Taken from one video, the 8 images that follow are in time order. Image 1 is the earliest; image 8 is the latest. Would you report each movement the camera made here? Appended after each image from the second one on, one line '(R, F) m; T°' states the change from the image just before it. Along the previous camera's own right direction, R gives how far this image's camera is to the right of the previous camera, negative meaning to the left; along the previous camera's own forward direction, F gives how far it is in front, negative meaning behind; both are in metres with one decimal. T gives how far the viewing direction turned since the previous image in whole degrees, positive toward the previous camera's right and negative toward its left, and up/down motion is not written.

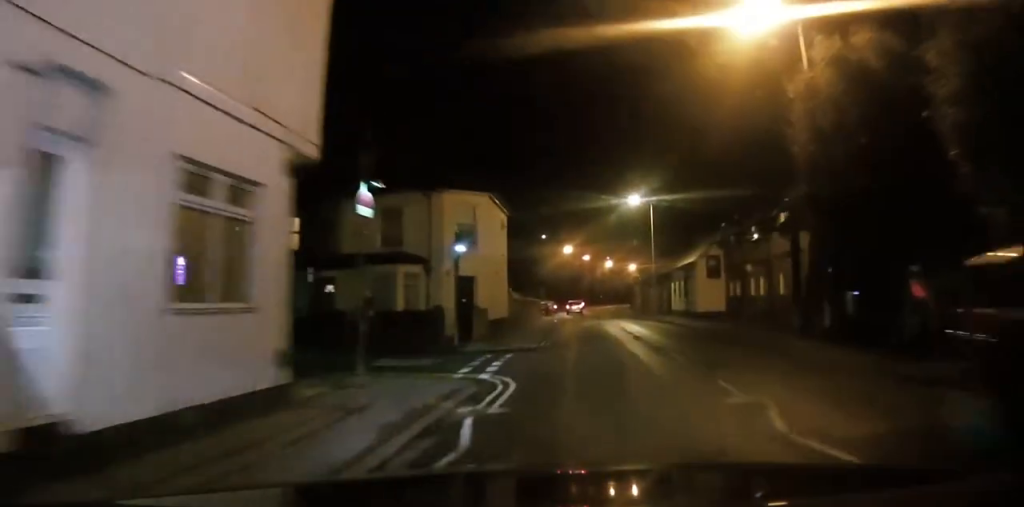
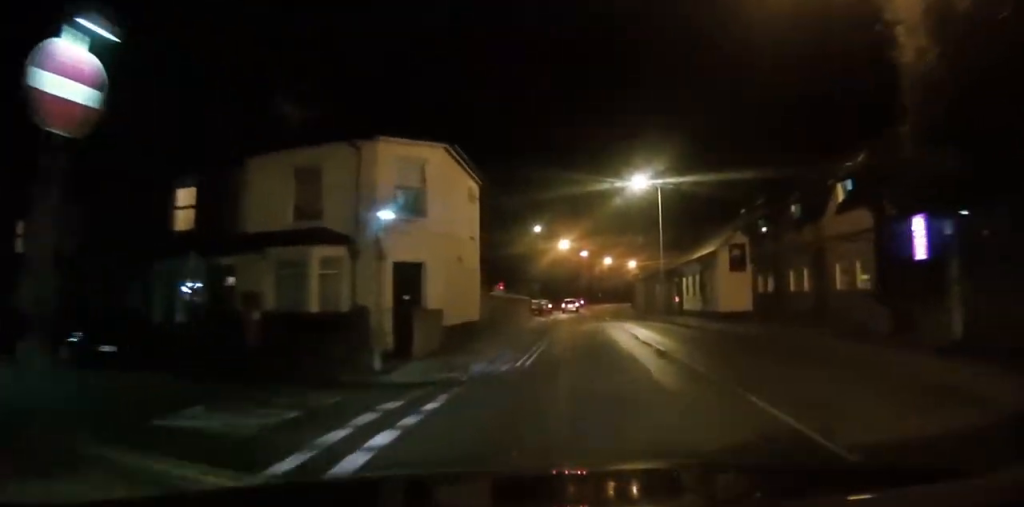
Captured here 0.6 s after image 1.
(0.0, +7.9) m; 0°
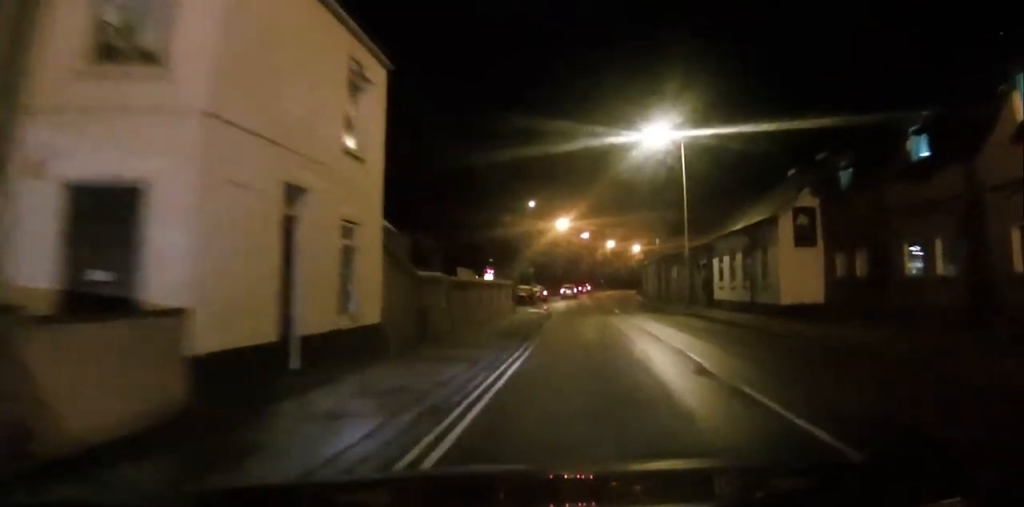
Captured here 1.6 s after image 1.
(+0.1, +11.7) m; +1°
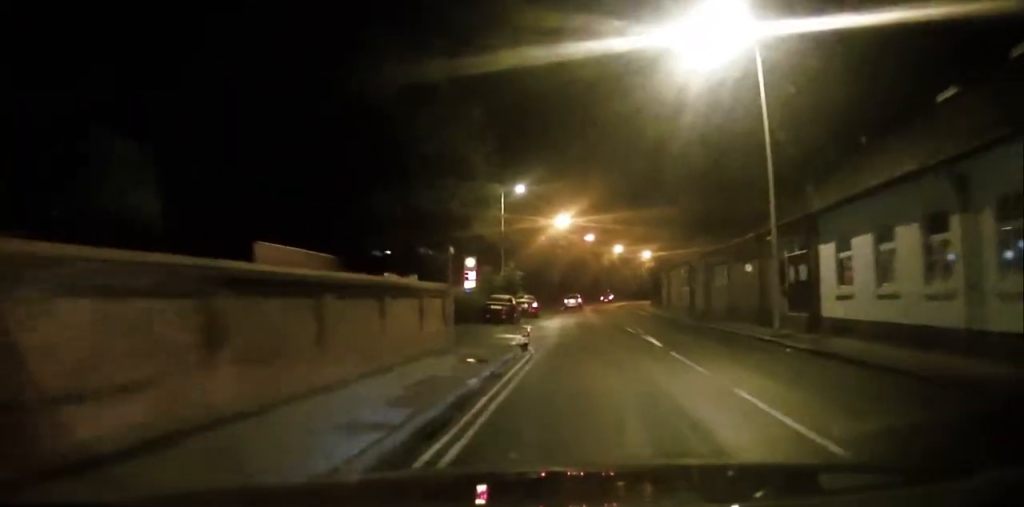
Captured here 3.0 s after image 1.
(0.0, +17.8) m; -1°
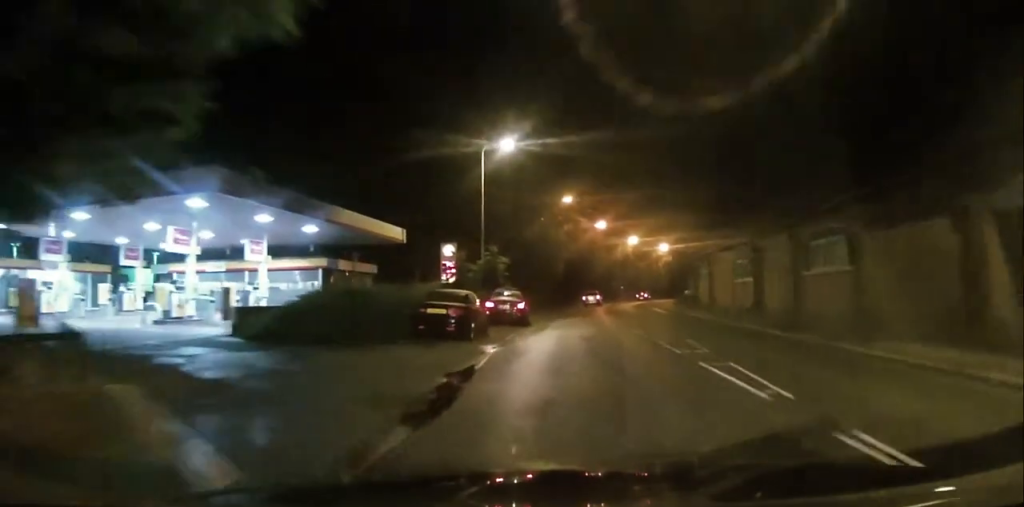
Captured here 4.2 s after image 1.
(-0.1, +16.0) m; -1°
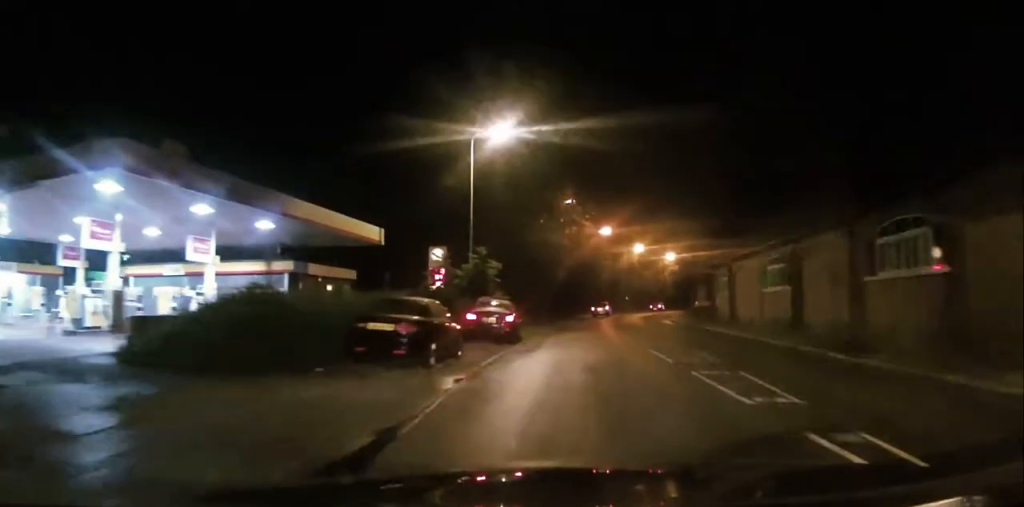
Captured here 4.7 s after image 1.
(0.0, +5.5) m; +1°
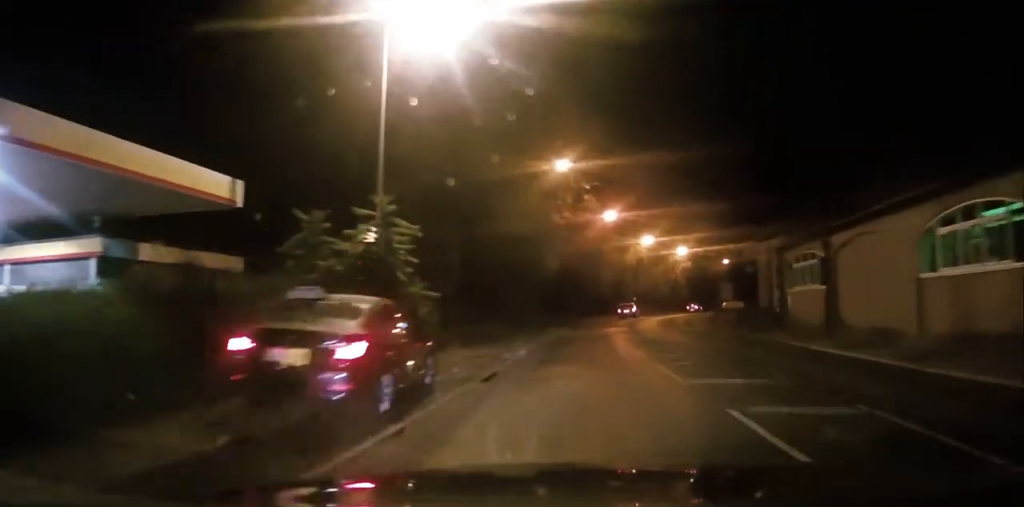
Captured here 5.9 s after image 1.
(+0.3, +16.3) m; +2°
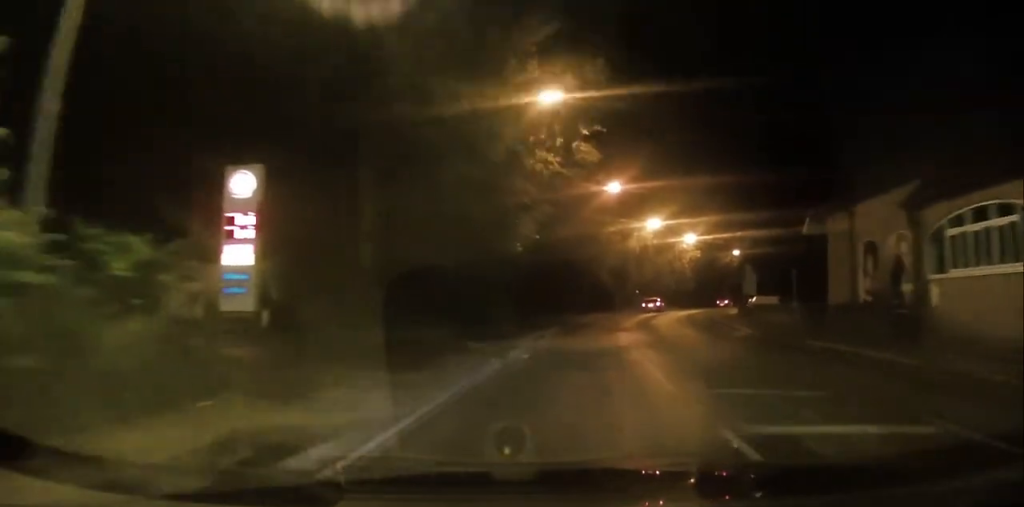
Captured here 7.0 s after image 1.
(+0.1, +13.4) m; +1°
